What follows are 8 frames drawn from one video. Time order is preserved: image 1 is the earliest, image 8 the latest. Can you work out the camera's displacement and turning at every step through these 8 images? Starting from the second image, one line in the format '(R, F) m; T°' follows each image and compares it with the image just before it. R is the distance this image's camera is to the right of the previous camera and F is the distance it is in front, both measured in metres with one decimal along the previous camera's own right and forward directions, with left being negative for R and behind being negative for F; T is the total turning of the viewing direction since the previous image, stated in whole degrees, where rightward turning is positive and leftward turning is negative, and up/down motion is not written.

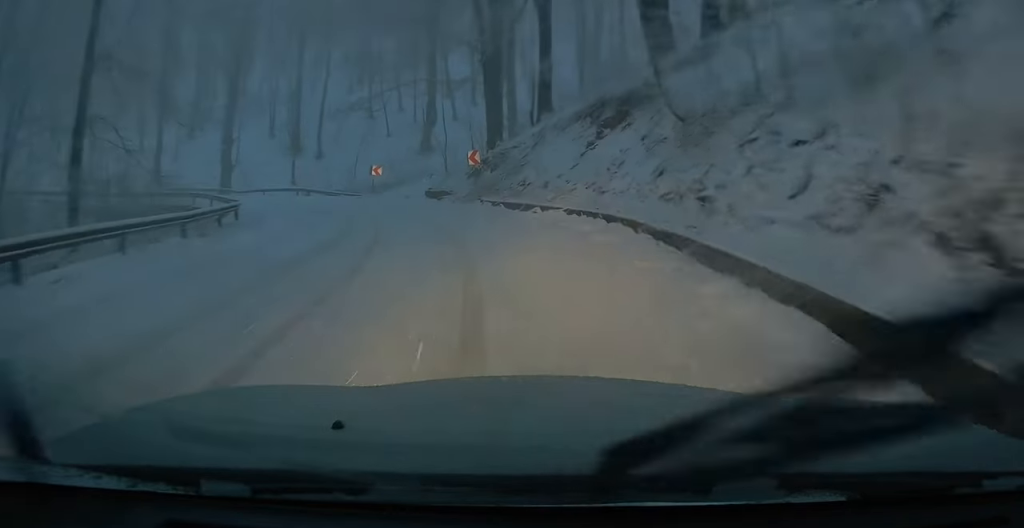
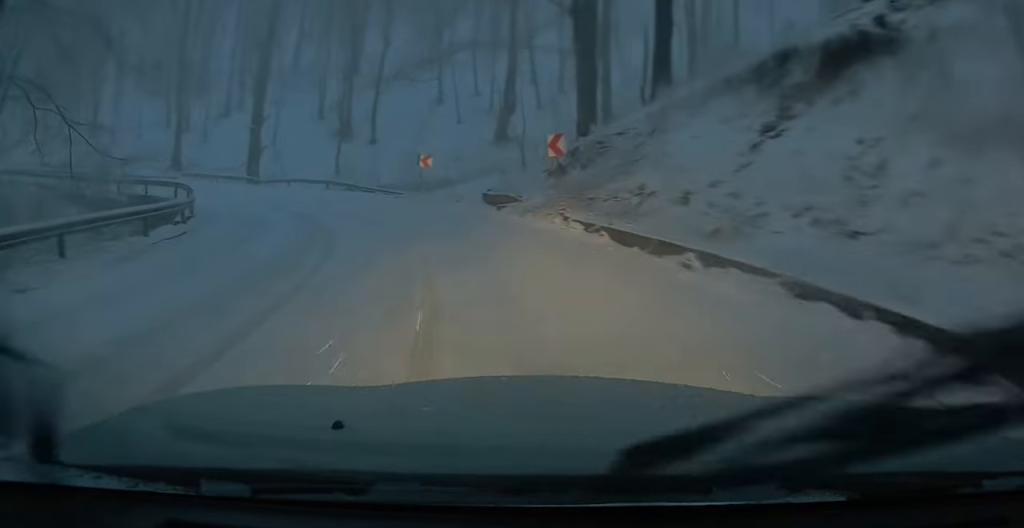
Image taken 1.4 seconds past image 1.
(-0.6, +8.7) m; -6°
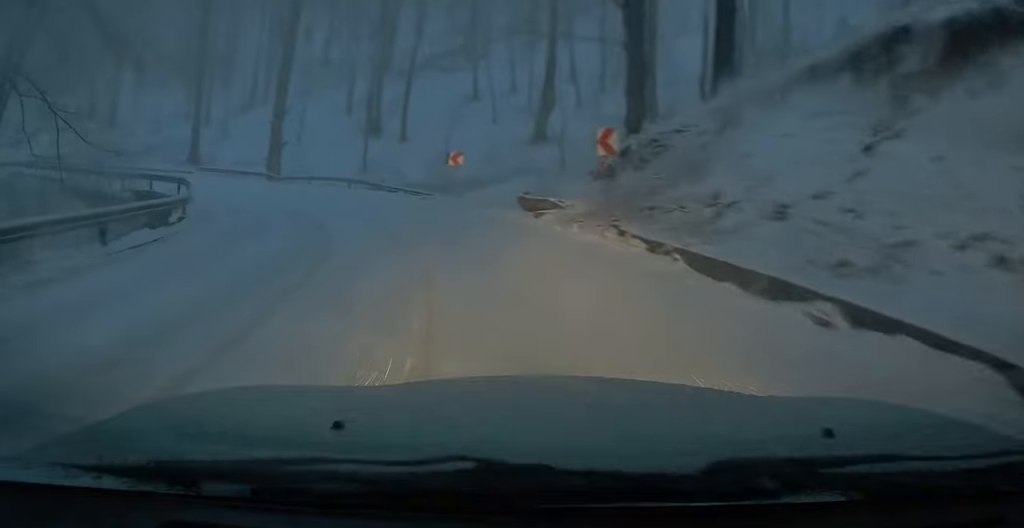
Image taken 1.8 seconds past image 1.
(-0.1, +2.5) m; -2°
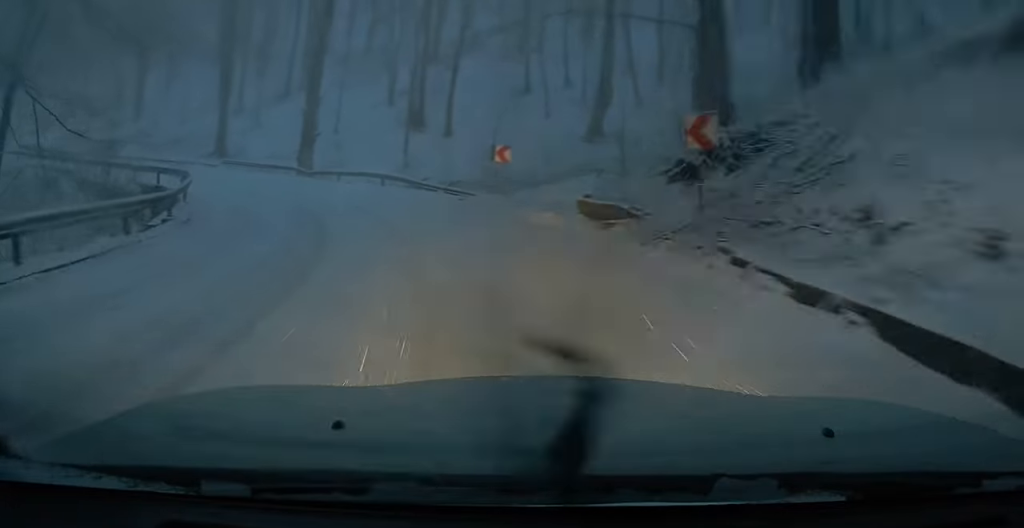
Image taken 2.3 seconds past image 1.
(+0.2, +3.2) m; -8°
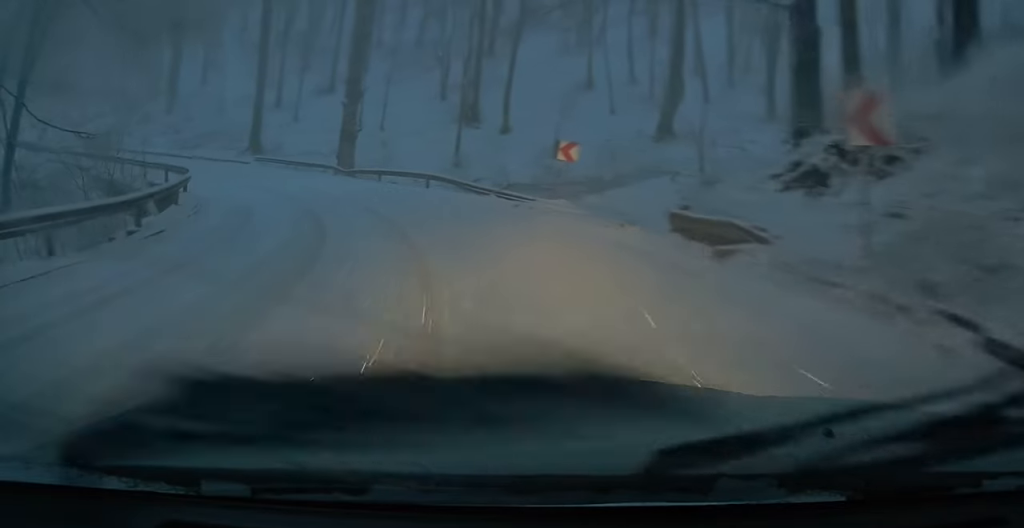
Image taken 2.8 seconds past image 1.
(+0.3, +3.3) m; -9°
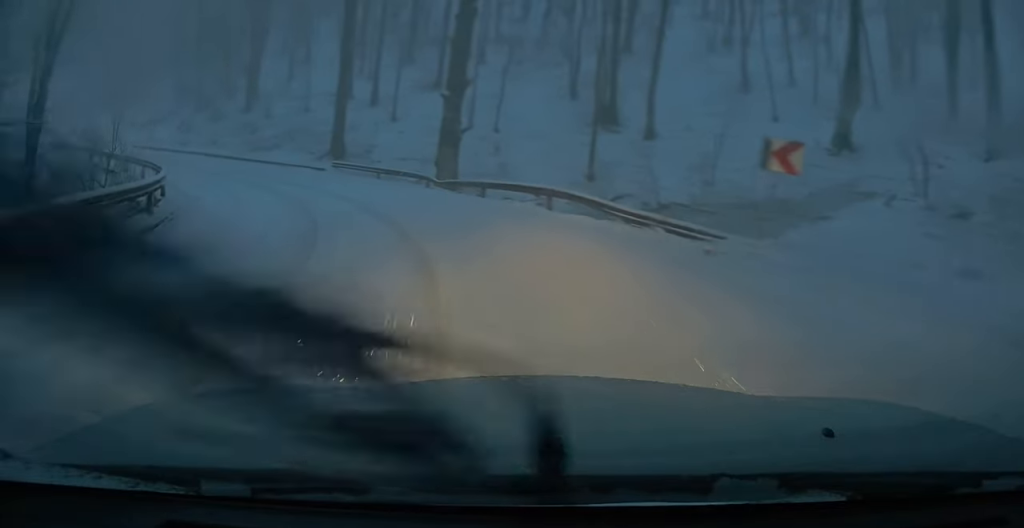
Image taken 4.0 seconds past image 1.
(-2.2, +7.1) m; -19°
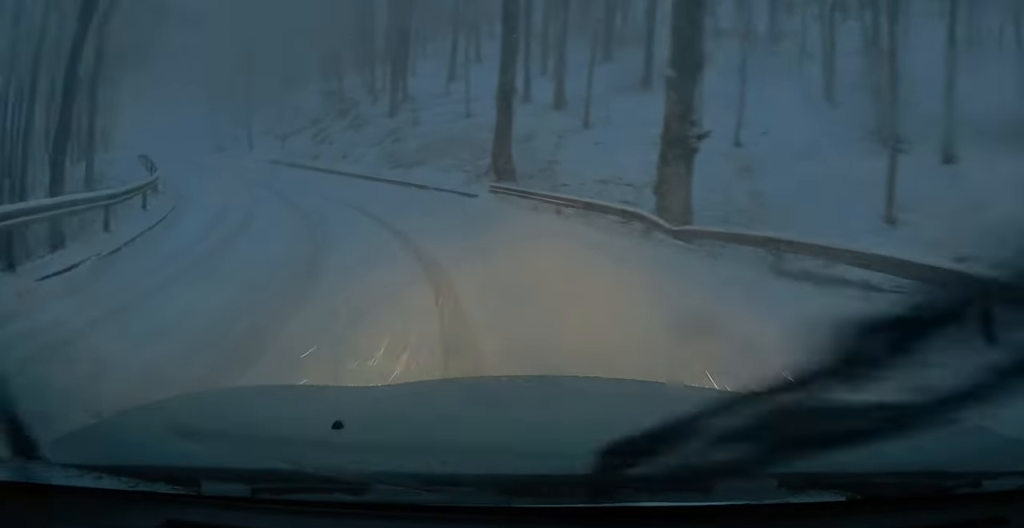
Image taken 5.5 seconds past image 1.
(0.0, +10.8) m; +1°
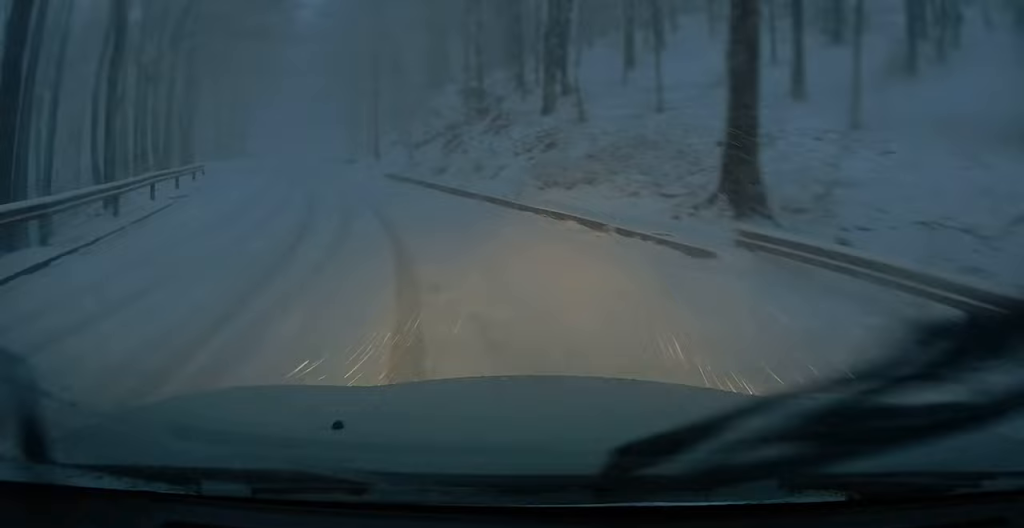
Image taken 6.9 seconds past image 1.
(-0.6, +11.2) m; -12°
